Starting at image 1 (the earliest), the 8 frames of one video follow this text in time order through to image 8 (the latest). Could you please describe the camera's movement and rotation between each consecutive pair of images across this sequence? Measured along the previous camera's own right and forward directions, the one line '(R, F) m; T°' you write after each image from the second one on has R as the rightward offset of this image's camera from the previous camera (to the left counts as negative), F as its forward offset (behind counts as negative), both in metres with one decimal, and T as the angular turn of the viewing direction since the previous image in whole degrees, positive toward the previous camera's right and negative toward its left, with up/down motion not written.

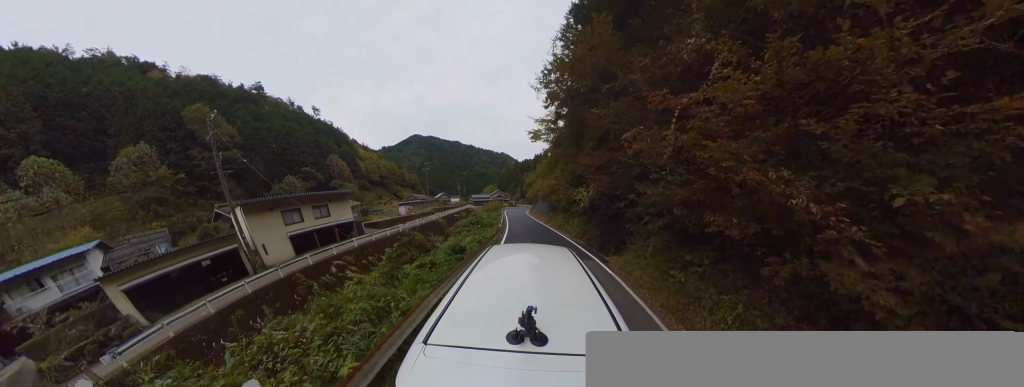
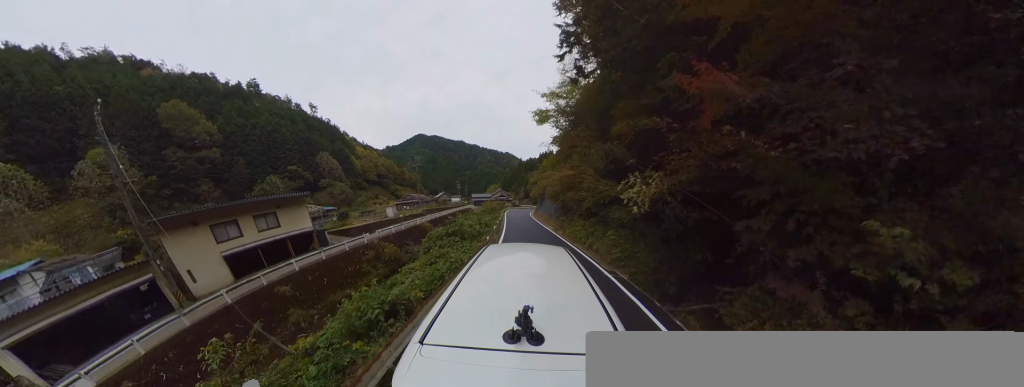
(+0.7, +5.7) m; 0°
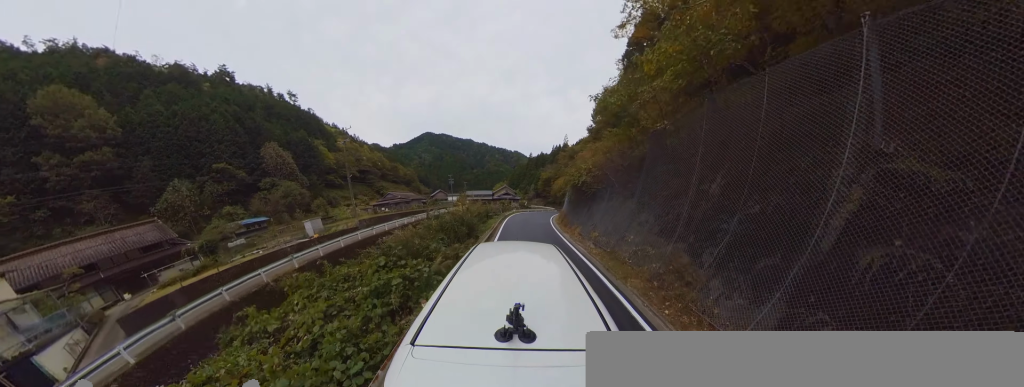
(-1.5, +18.5) m; -8°
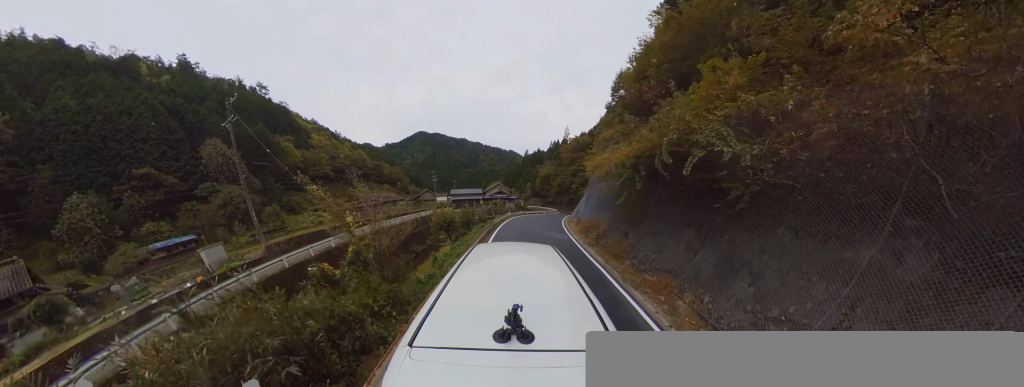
(-0.1, +9.6) m; +3°
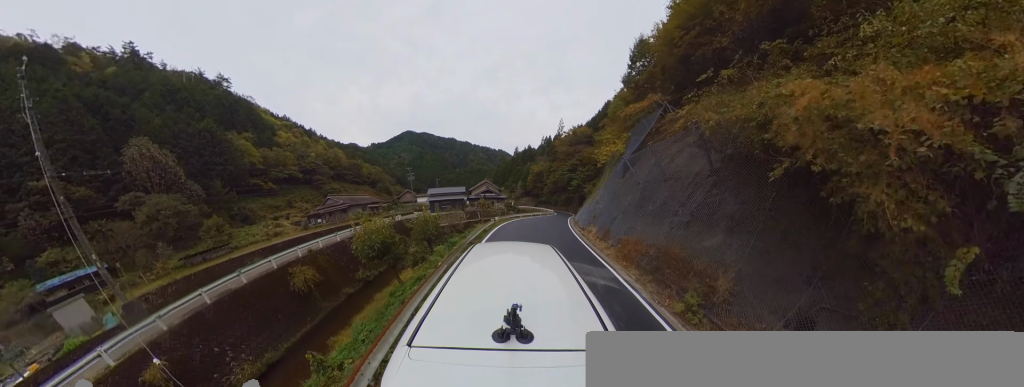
(-0.9, +7.4) m; +11°
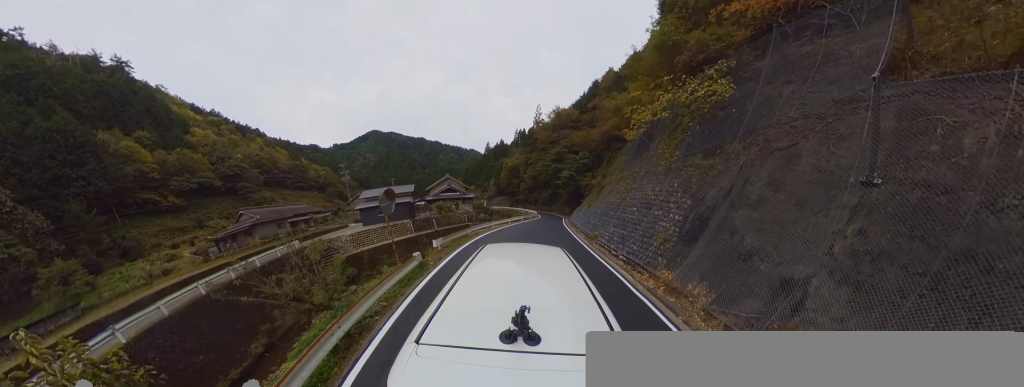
(+3.3, +10.2) m; +19°
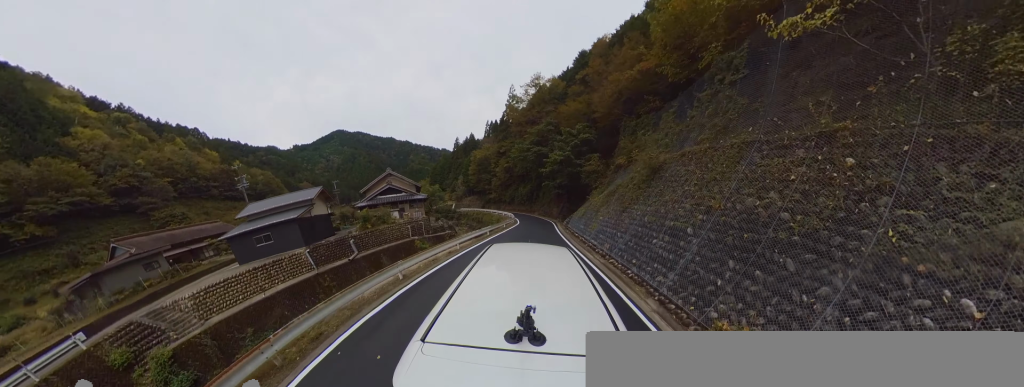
(0.0, +10.1) m; 0°
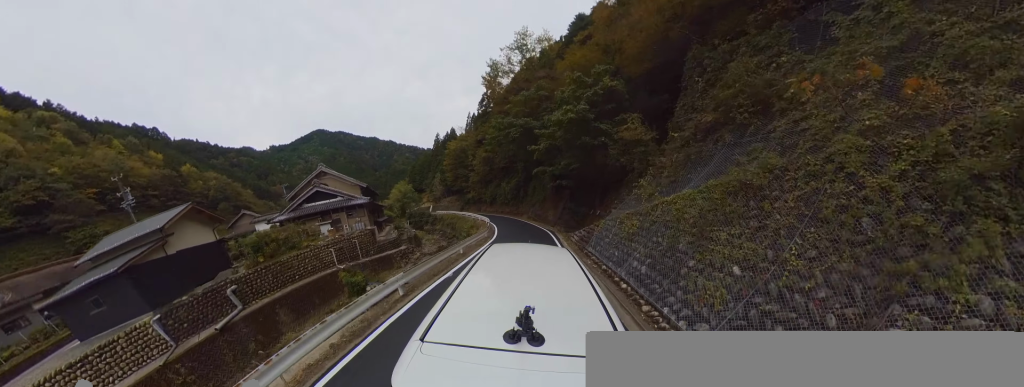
(0.0, +8.6) m; -8°
